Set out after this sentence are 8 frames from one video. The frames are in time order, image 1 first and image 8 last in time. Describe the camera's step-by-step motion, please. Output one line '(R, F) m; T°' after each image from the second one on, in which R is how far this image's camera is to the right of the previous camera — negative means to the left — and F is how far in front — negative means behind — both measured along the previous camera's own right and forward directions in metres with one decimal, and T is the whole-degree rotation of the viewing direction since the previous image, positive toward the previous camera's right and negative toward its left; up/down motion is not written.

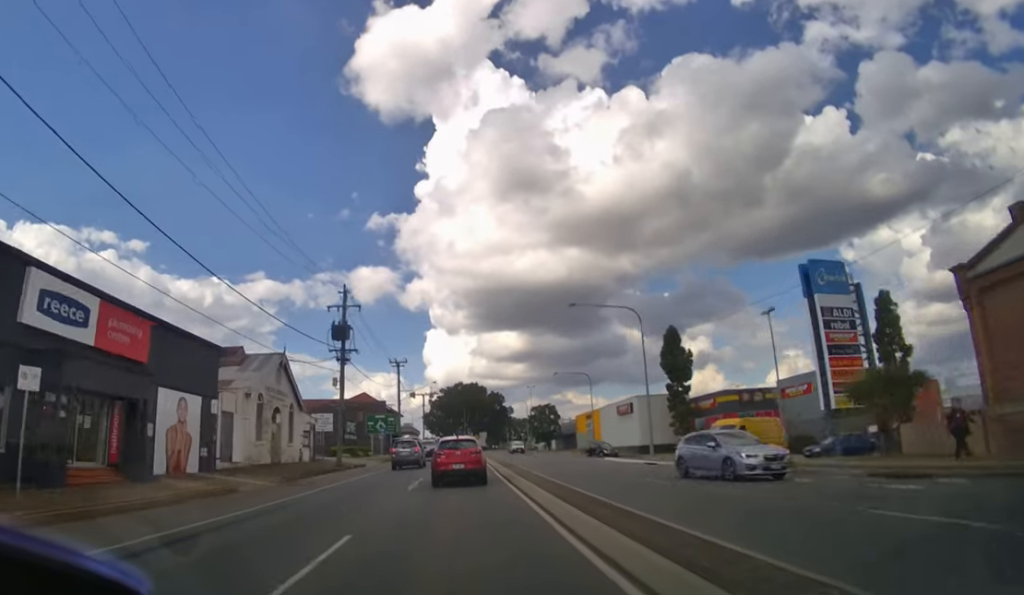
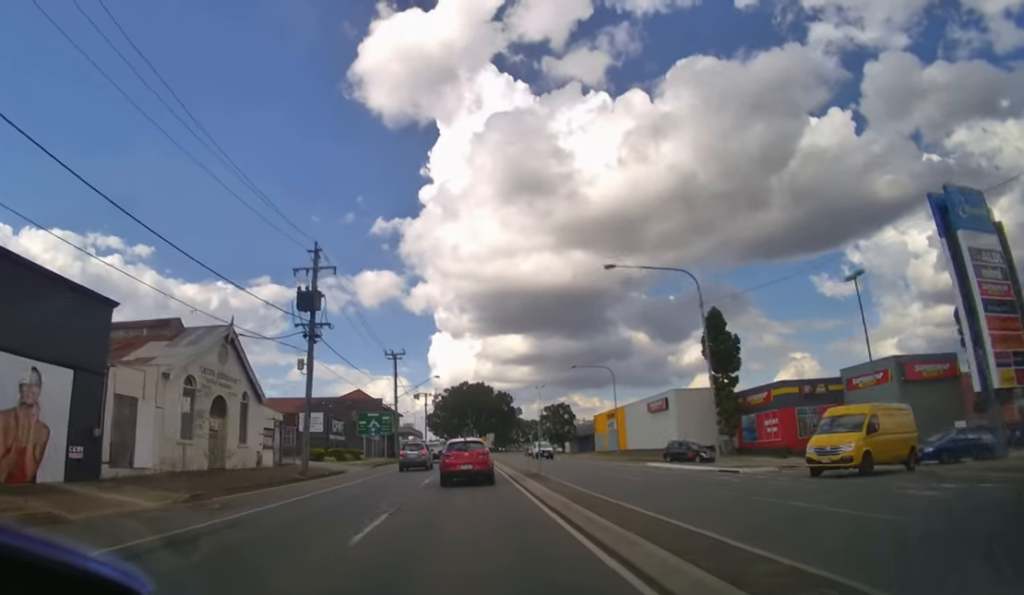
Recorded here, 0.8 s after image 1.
(-0.1, +9.1) m; -1°
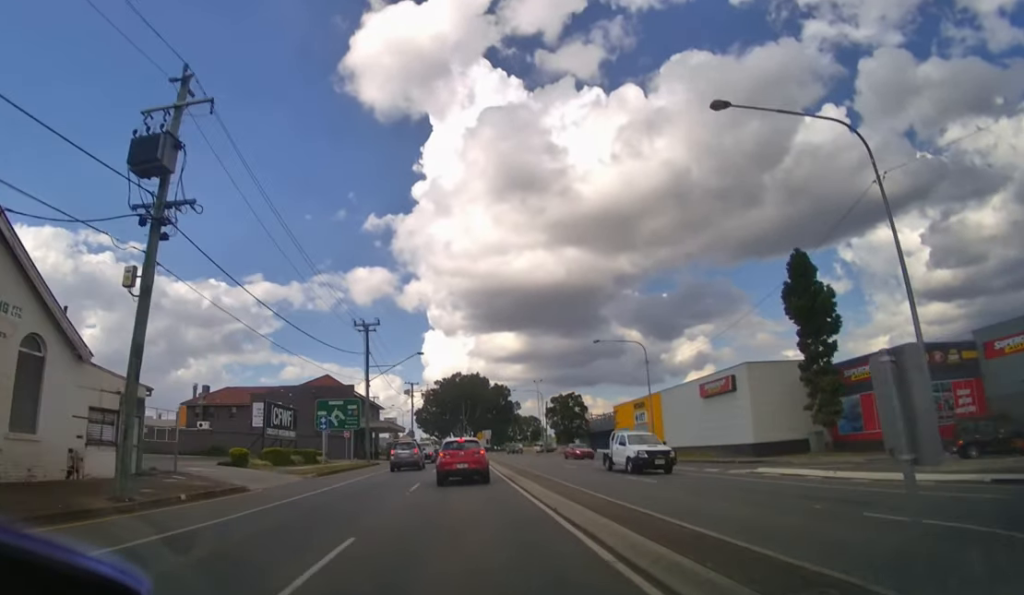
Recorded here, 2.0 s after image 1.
(-0.1, +14.1) m; 0°
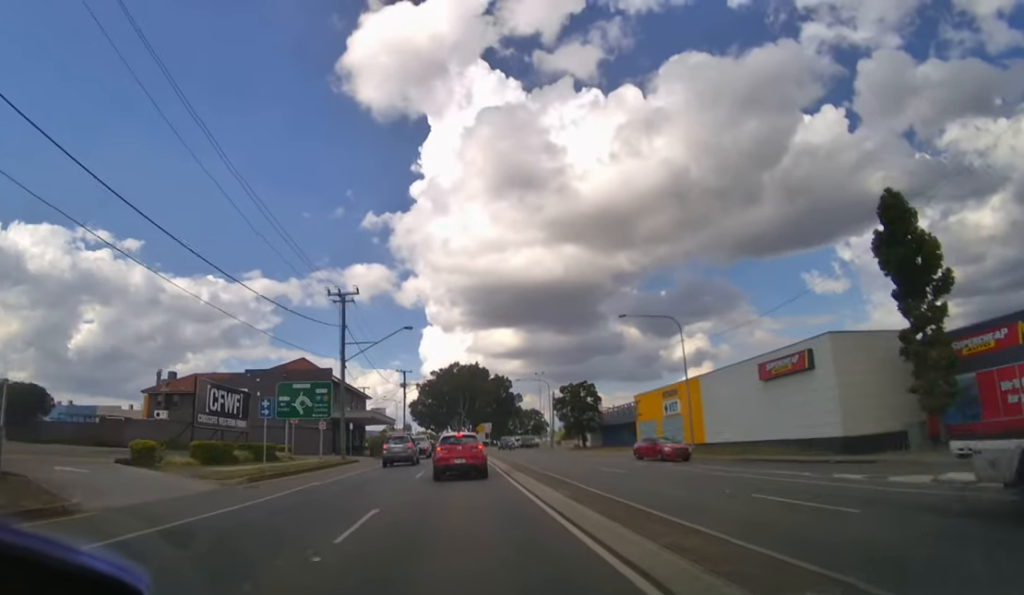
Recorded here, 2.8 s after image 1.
(0.0, +8.6) m; 0°
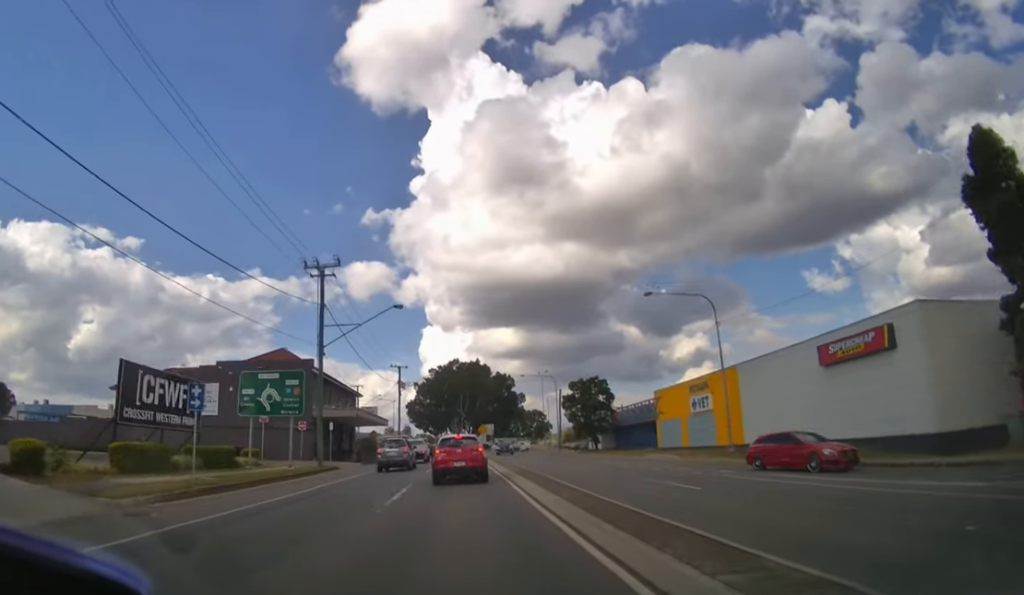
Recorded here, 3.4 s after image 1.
(0.0, +5.8) m; 0°
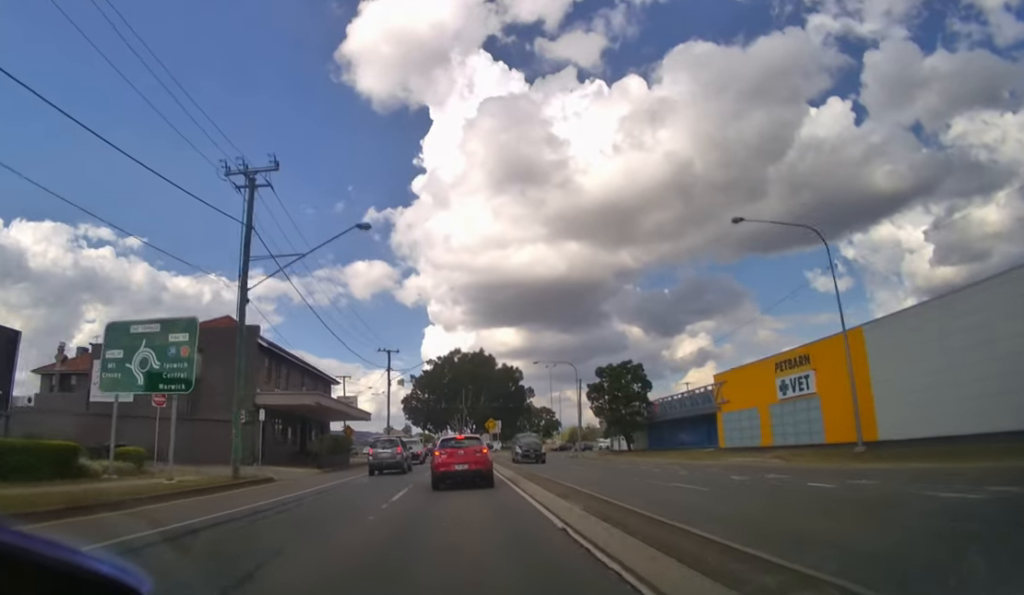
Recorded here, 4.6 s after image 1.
(-0.2, +10.9) m; -1°
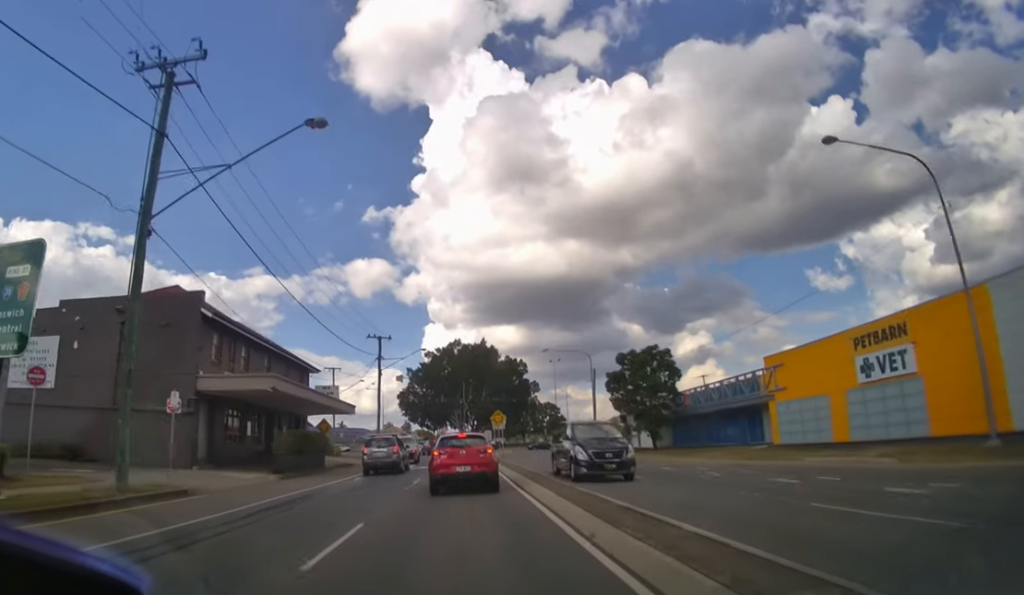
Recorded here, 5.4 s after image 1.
(0.0, +5.9) m; 0°
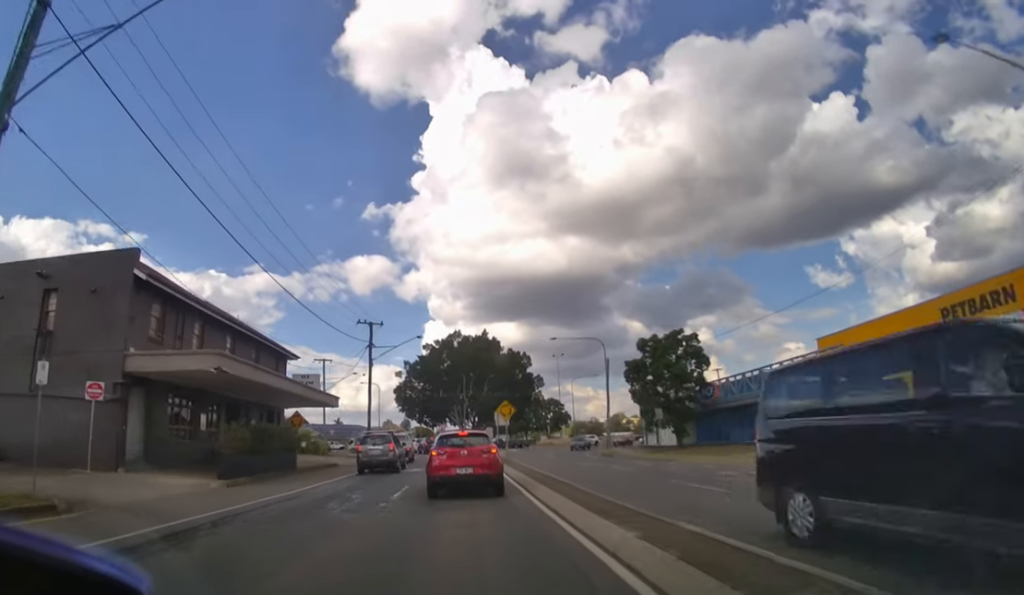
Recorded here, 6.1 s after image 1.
(0.0, +5.1) m; -1°
